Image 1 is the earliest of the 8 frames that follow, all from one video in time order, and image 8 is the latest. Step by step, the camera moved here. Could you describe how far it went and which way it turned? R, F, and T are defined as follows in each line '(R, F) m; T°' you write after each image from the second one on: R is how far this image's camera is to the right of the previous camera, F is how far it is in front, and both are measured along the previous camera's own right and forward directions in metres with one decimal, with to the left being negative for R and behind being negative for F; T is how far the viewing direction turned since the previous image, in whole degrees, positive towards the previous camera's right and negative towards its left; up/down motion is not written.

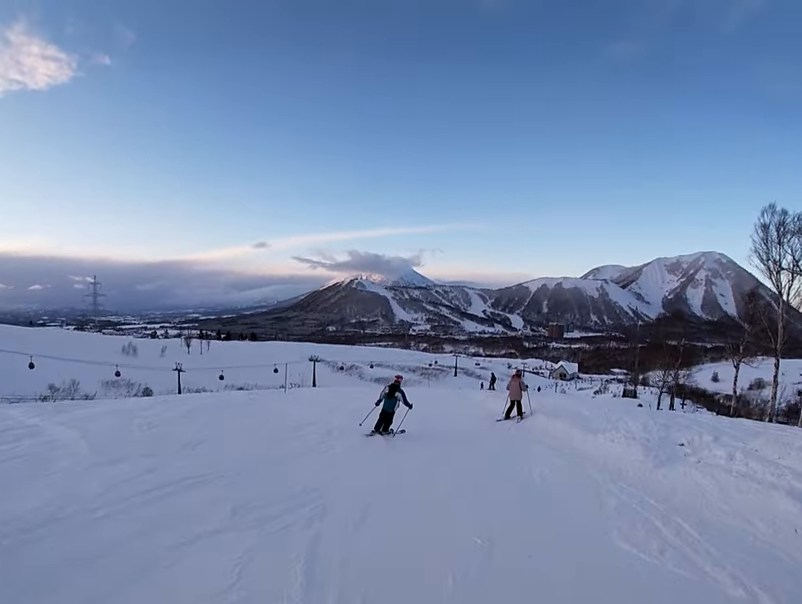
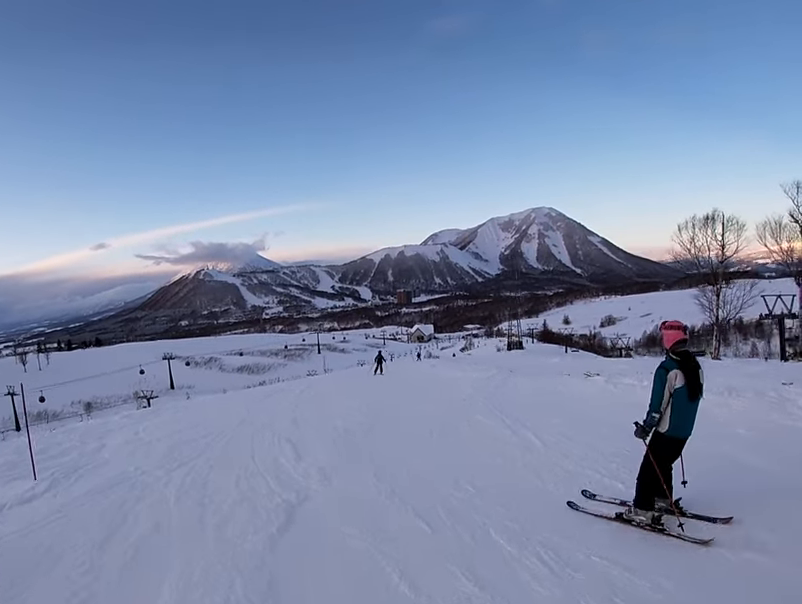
(+0.3, +19.7) m; +5°
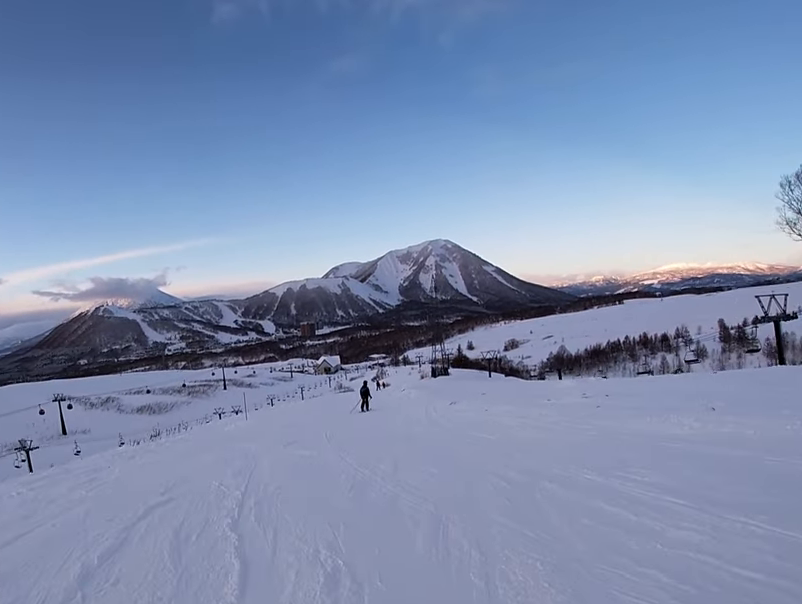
(+0.9, +14.6) m; +10°
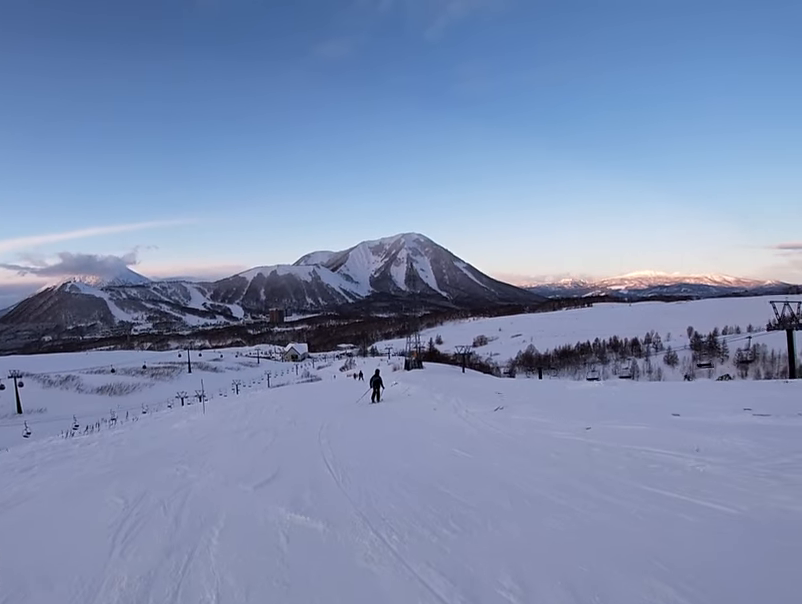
(+0.2, +6.2) m; +7°
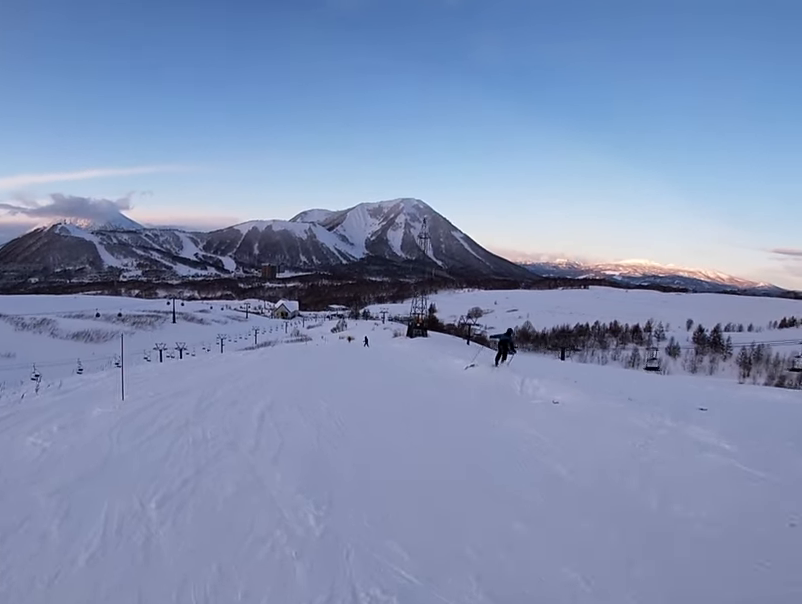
(+1.4, +12.5) m; +7°
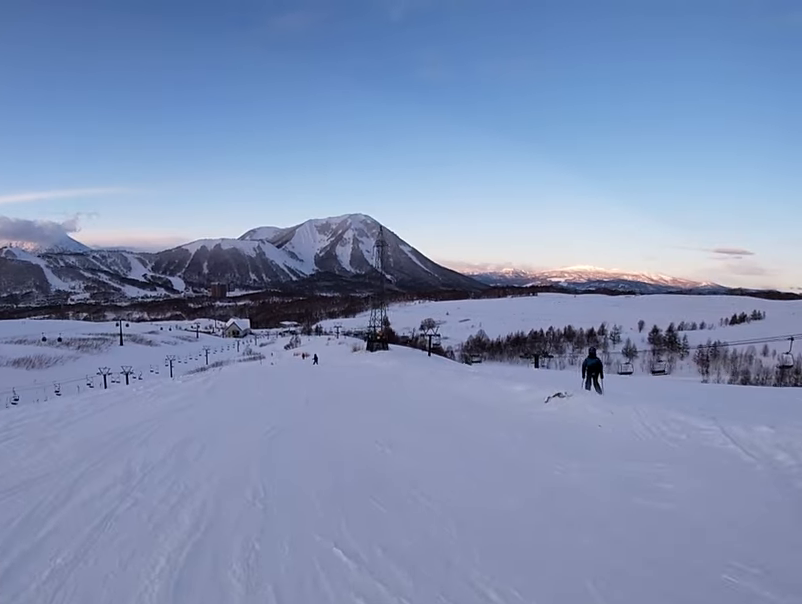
(0.0, +7.4) m; 0°
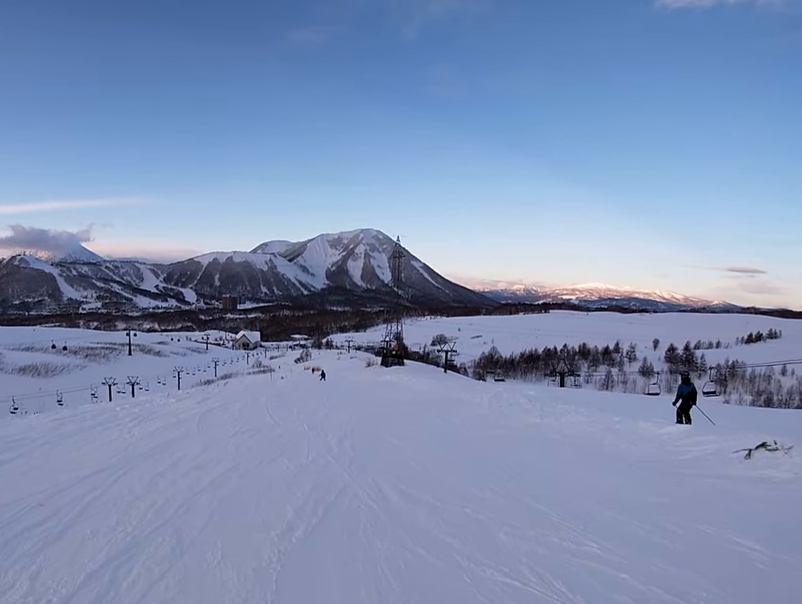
(0.0, +4.3) m; +3°
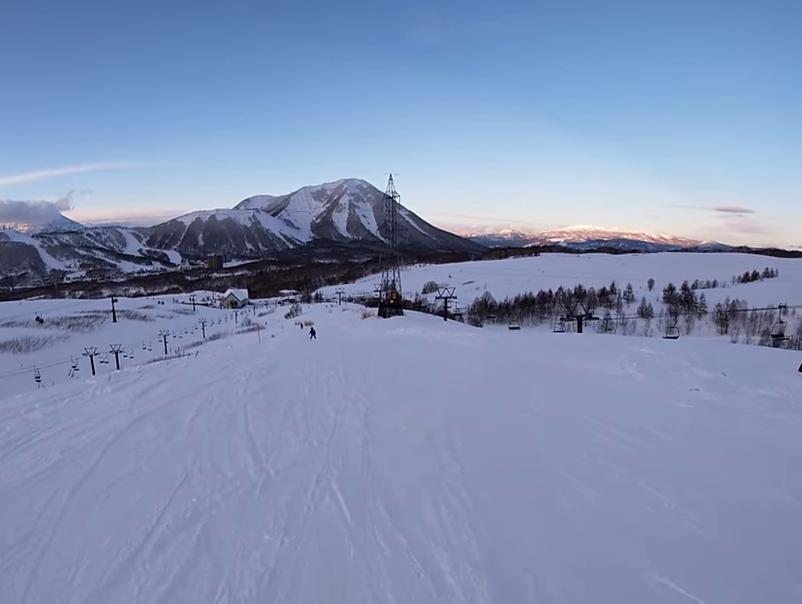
(+0.2, +7.1) m; +3°
